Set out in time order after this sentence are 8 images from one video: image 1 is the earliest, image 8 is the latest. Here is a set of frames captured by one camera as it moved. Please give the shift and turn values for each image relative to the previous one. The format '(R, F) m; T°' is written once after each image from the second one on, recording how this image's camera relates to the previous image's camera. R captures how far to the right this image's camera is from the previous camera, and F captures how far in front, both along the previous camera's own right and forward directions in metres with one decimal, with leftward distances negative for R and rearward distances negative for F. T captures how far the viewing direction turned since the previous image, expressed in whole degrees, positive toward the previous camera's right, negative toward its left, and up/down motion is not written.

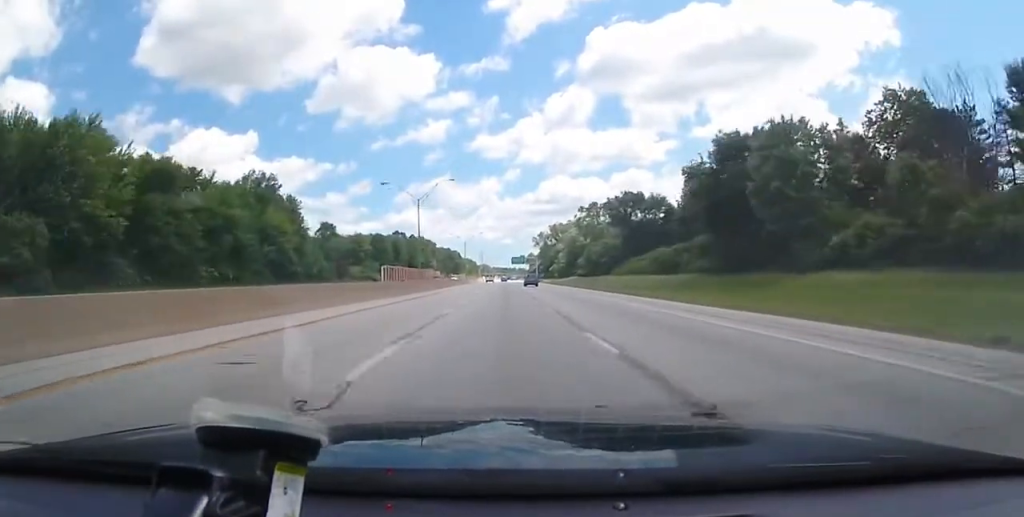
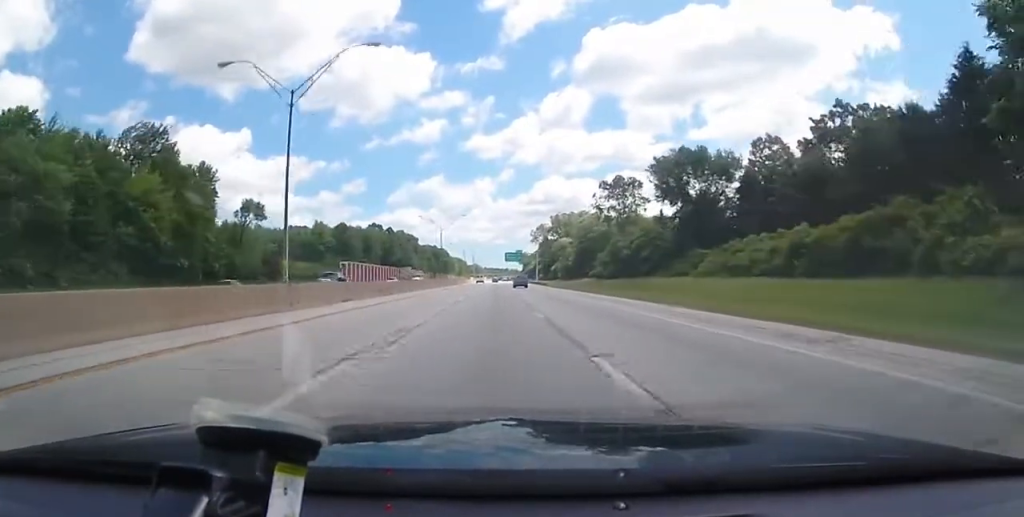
(+0.2, +39.8) m; +1°
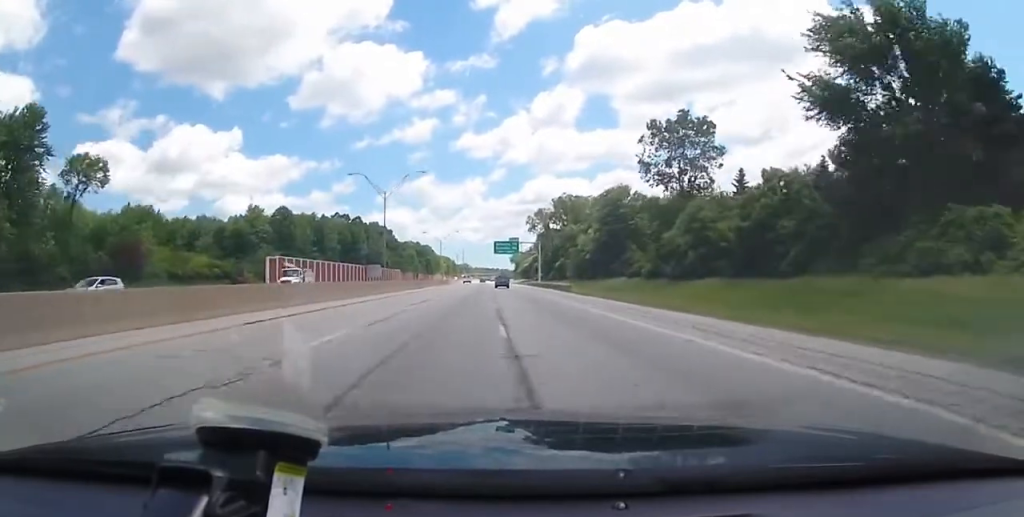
(+0.8, +42.7) m; +1°
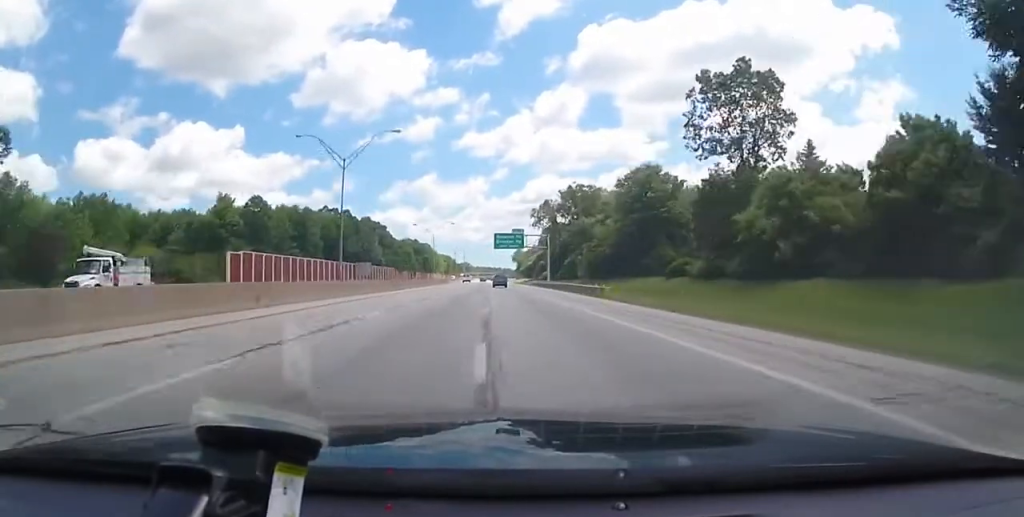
(-0.1, +16.9) m; -1°
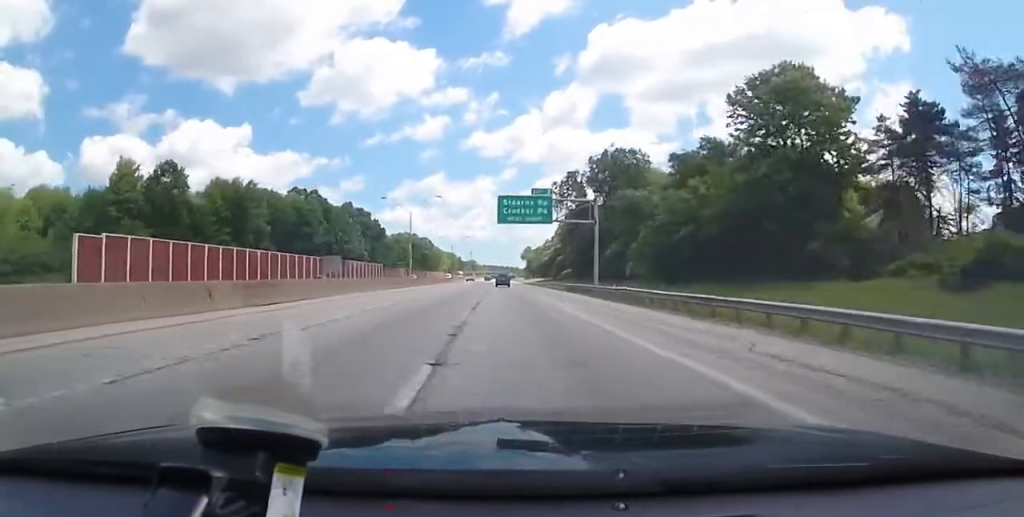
(-0.6, +39.0) m; -1°
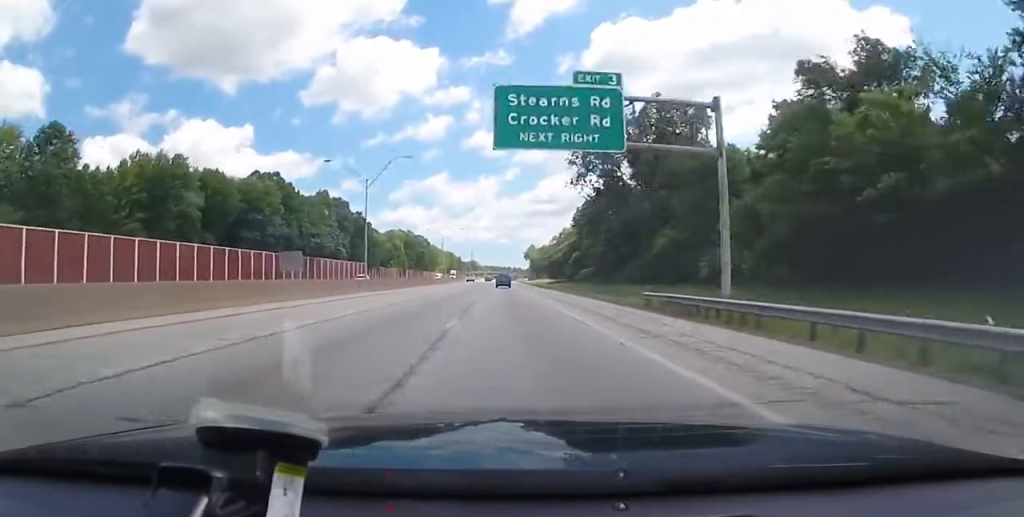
(+0.2, +27.9) m; 0°
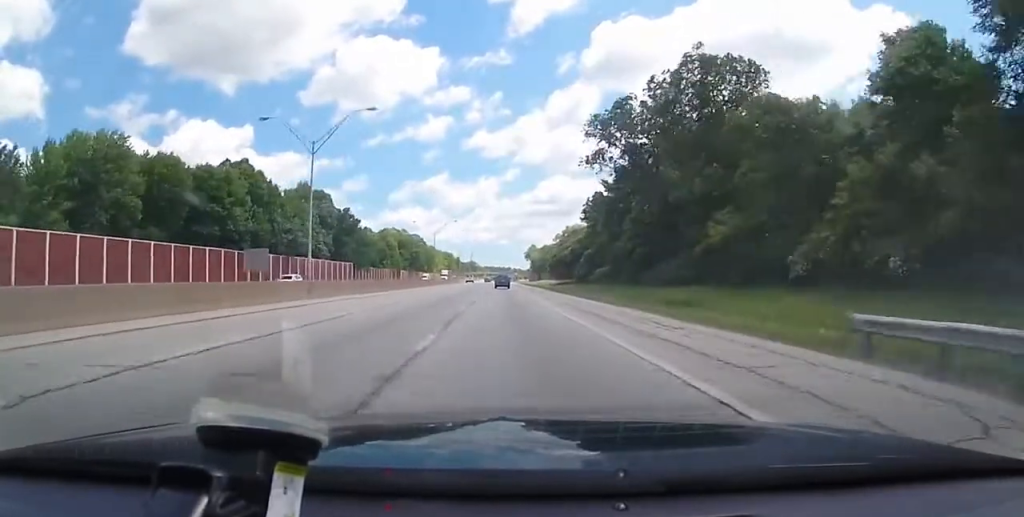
(0.0, +15.9) m; 0°
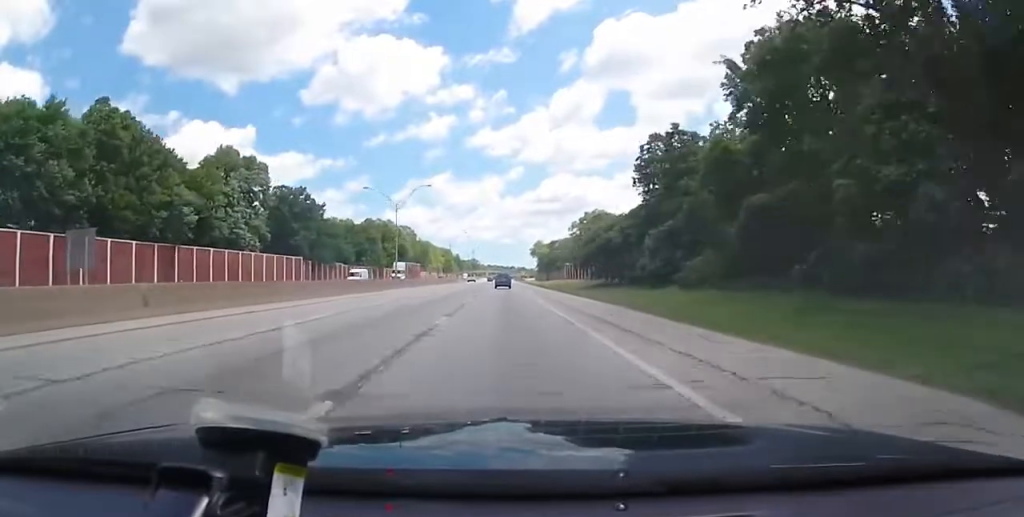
(-0.5, +43.7) m; -1°
